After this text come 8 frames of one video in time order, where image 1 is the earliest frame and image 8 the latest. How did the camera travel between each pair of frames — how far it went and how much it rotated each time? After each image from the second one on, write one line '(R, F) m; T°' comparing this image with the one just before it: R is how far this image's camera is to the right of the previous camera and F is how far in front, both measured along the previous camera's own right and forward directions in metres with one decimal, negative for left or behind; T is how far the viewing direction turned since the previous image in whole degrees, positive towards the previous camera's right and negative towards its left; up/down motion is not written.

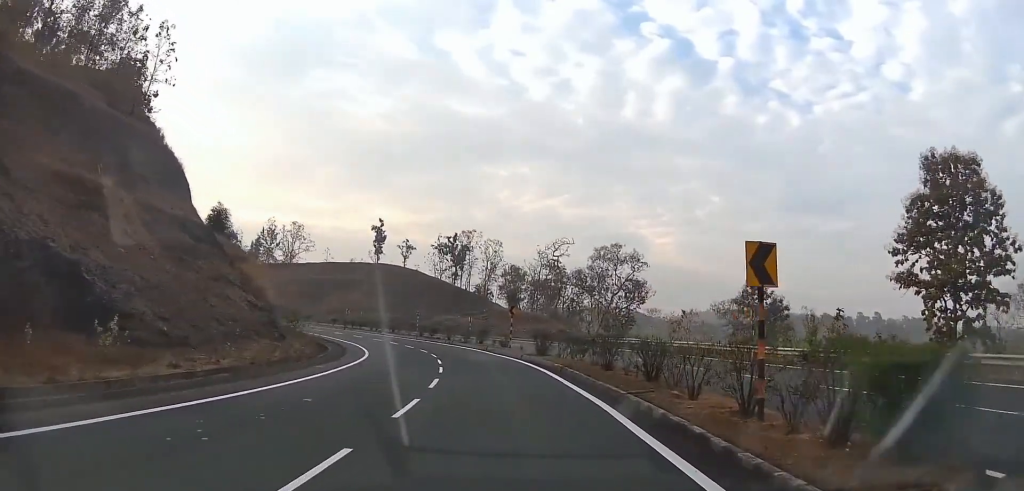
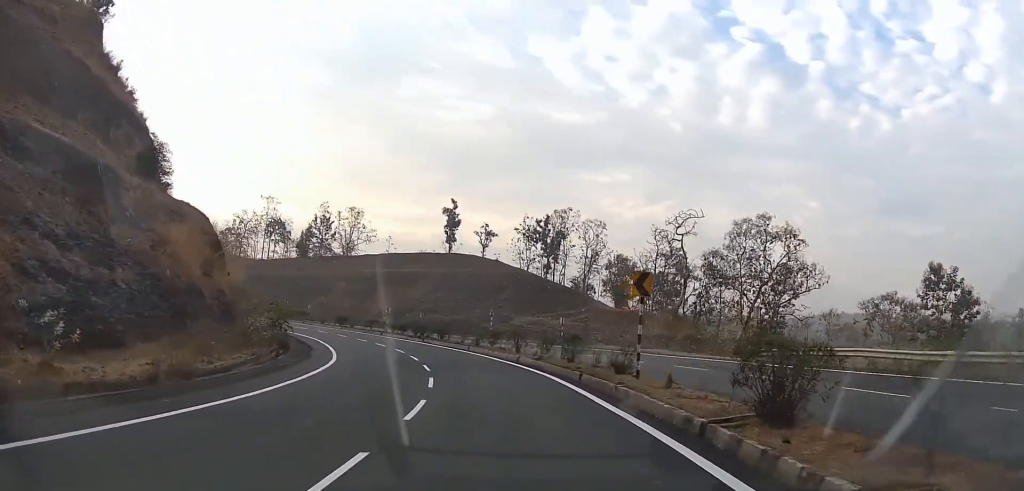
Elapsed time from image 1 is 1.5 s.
(-0.3, +25.1) m; -4°
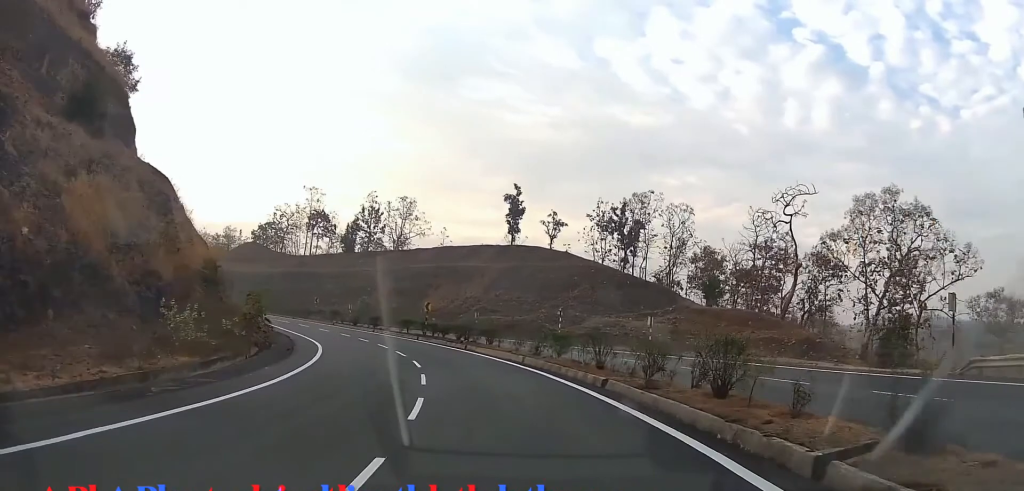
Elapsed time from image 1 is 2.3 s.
(-0.6, +12.6) m; -5°
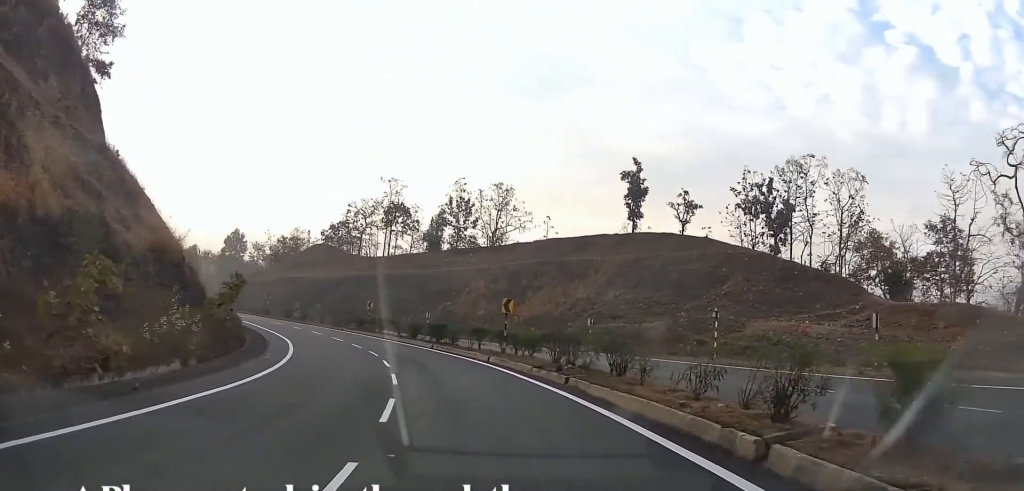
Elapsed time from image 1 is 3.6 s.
(-2.3, +18.1) m; -26°
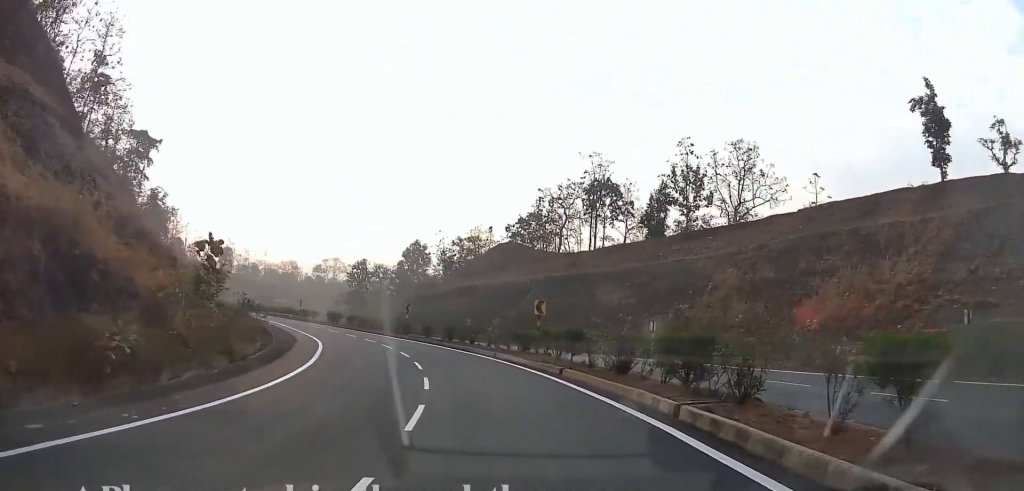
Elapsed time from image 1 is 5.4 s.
(-7.1, +22.1) m; -18°
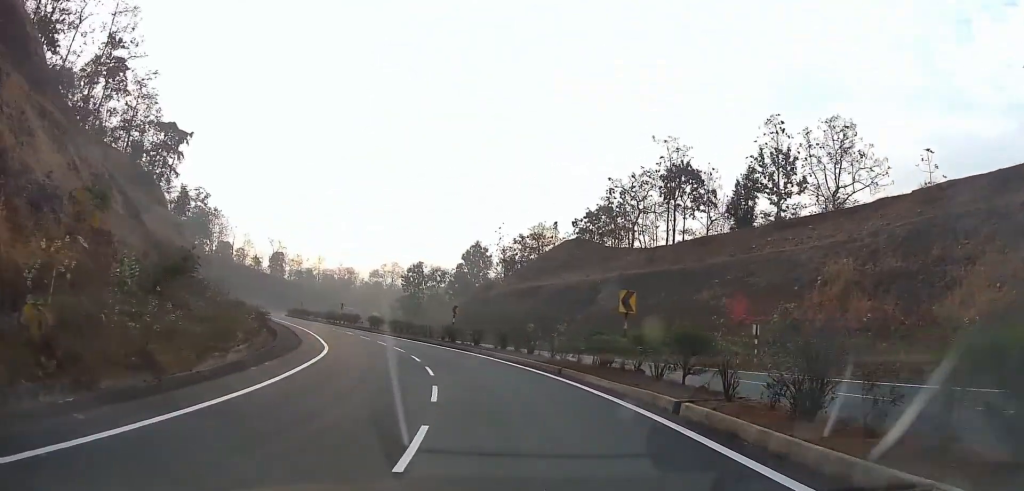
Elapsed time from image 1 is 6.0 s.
(0.0, +7.9) m; 0°
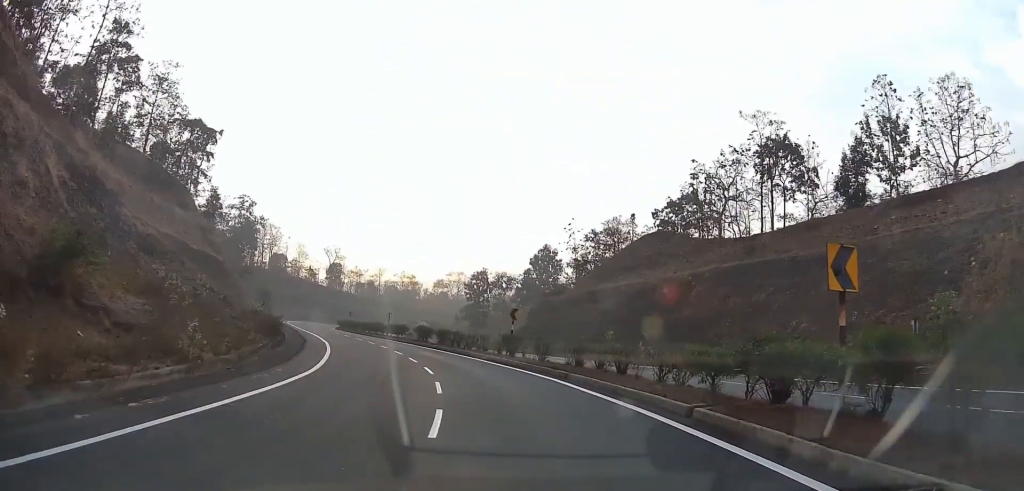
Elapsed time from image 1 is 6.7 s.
(0.0, +9.3) m; 0°
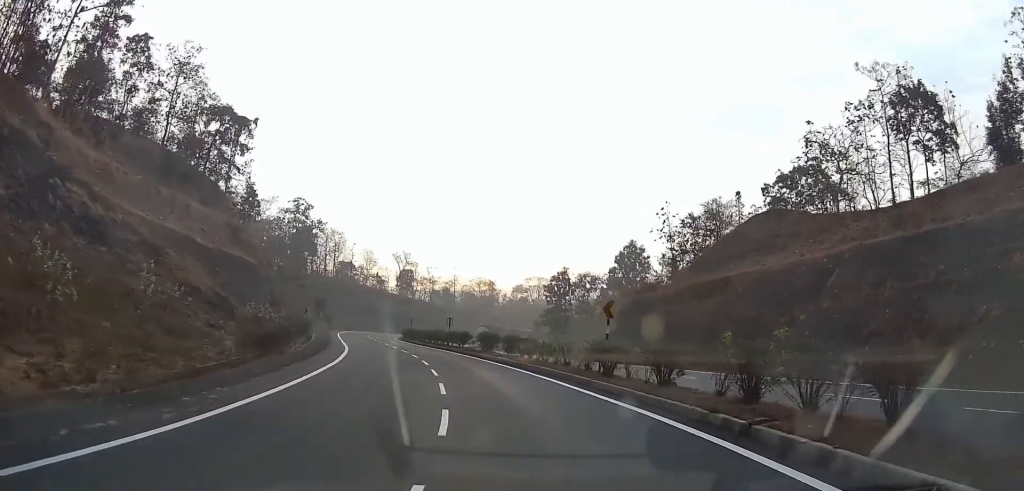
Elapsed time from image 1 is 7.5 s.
(0.0, +10.9) m; 0°
